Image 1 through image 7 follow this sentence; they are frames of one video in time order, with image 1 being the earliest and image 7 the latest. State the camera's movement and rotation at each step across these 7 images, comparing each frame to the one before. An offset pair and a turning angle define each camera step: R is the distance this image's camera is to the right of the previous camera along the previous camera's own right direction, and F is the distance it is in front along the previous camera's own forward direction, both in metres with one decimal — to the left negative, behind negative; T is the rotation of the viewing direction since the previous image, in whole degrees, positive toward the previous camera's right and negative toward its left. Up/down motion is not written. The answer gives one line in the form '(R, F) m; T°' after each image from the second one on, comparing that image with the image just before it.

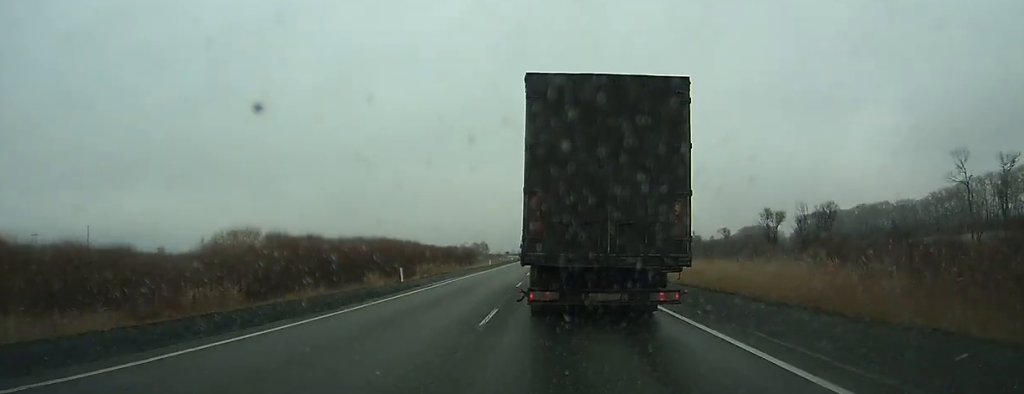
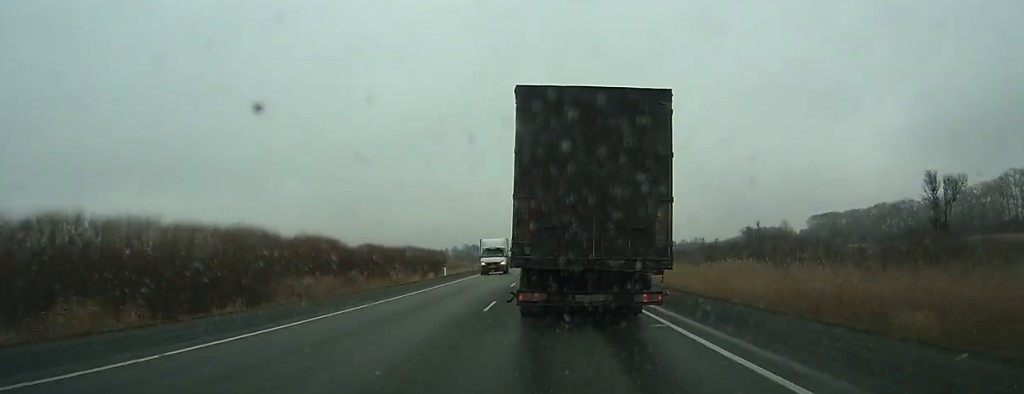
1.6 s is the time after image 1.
(0.0, +33.0) m; 0°
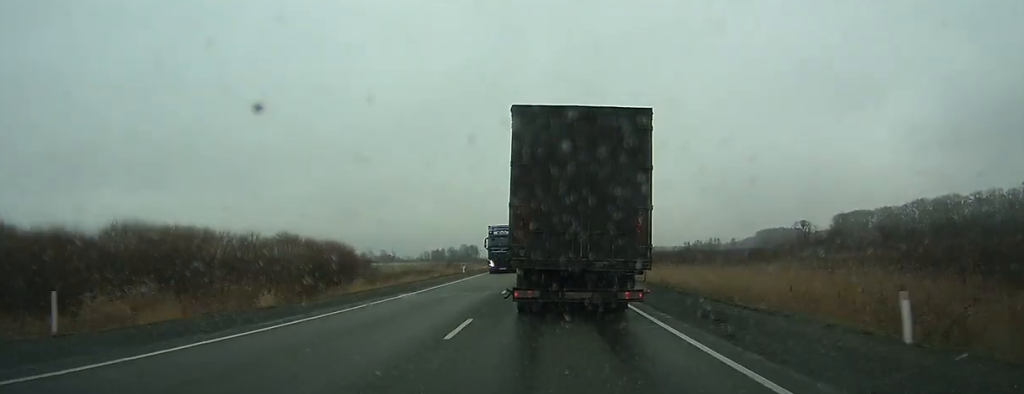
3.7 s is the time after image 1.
(+0.1, +40.7) m; 0°
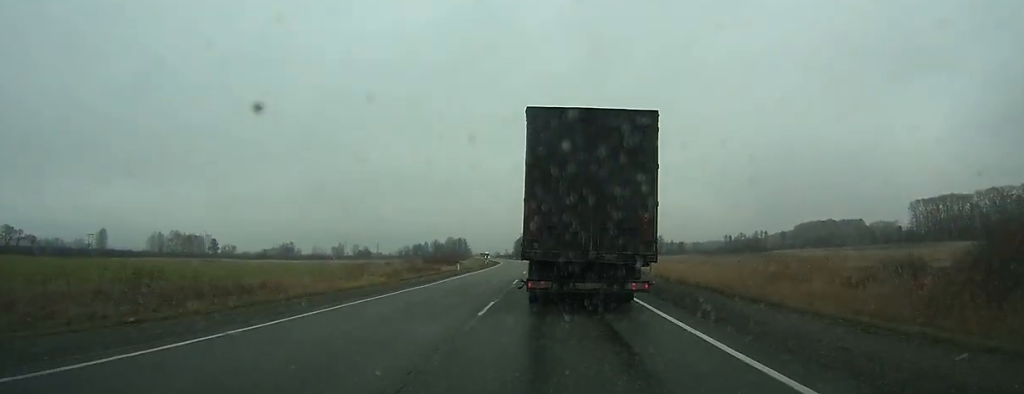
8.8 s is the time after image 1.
(-0.4, +103.8) m; -1°
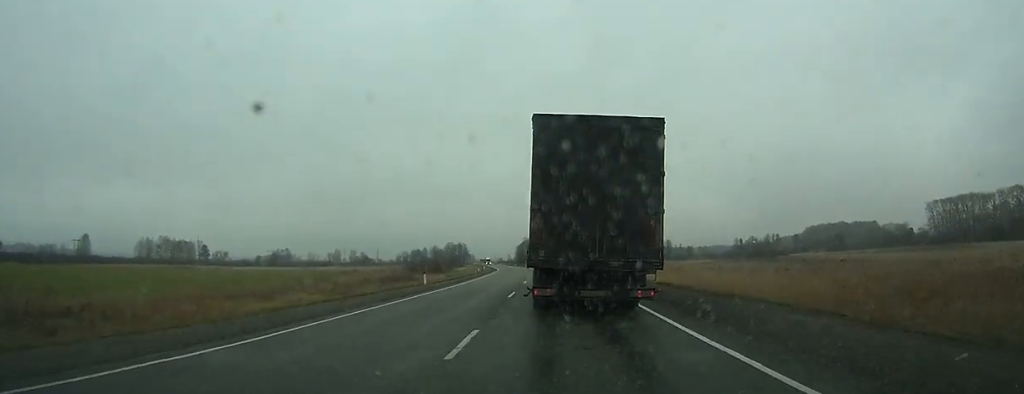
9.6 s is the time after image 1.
(0.0, +16.9) m; 0°
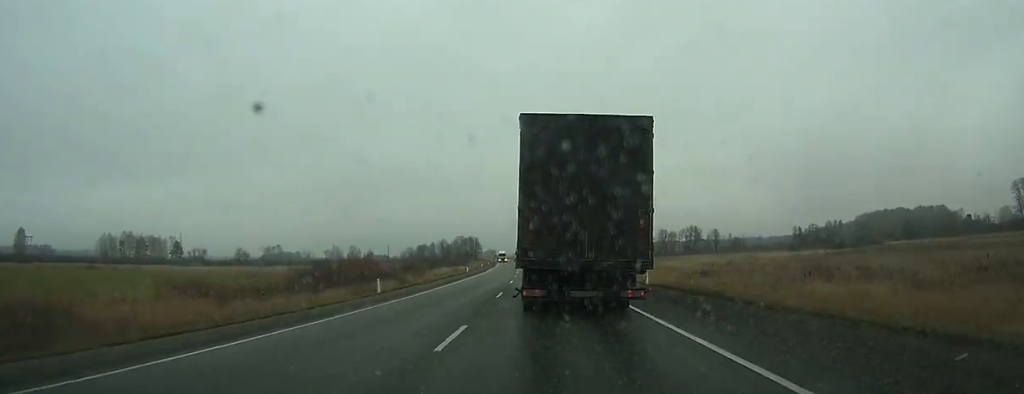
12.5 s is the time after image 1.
(-0.3, +59.7) m; -1°
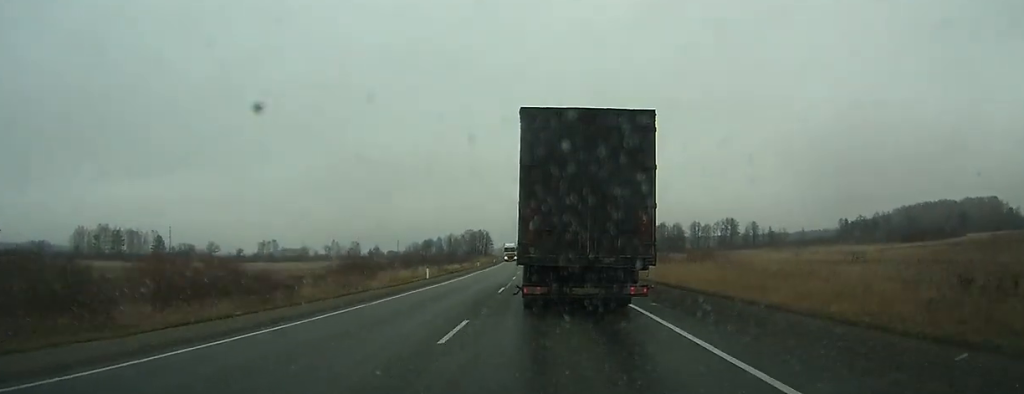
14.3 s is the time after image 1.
(-0.4, +33.9) m; -2°
